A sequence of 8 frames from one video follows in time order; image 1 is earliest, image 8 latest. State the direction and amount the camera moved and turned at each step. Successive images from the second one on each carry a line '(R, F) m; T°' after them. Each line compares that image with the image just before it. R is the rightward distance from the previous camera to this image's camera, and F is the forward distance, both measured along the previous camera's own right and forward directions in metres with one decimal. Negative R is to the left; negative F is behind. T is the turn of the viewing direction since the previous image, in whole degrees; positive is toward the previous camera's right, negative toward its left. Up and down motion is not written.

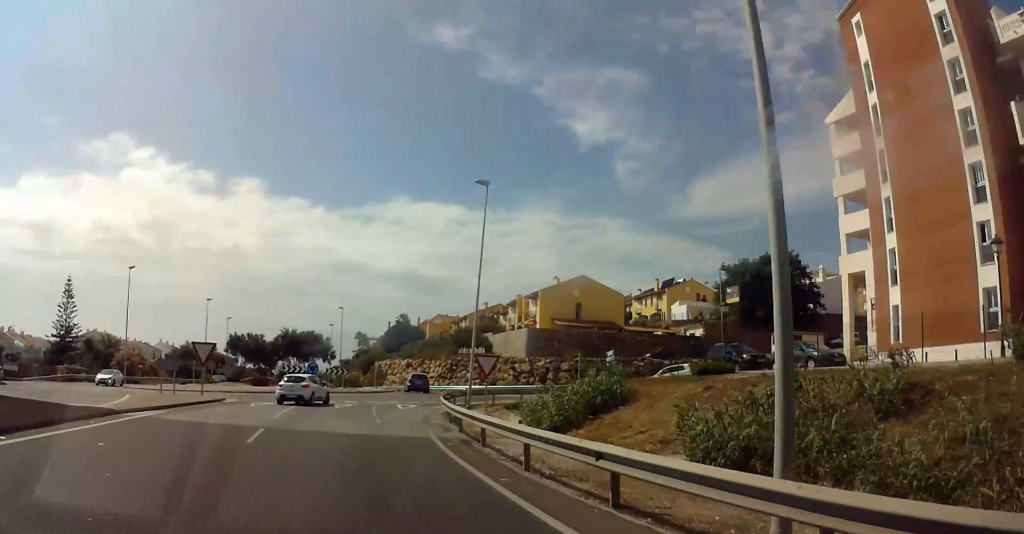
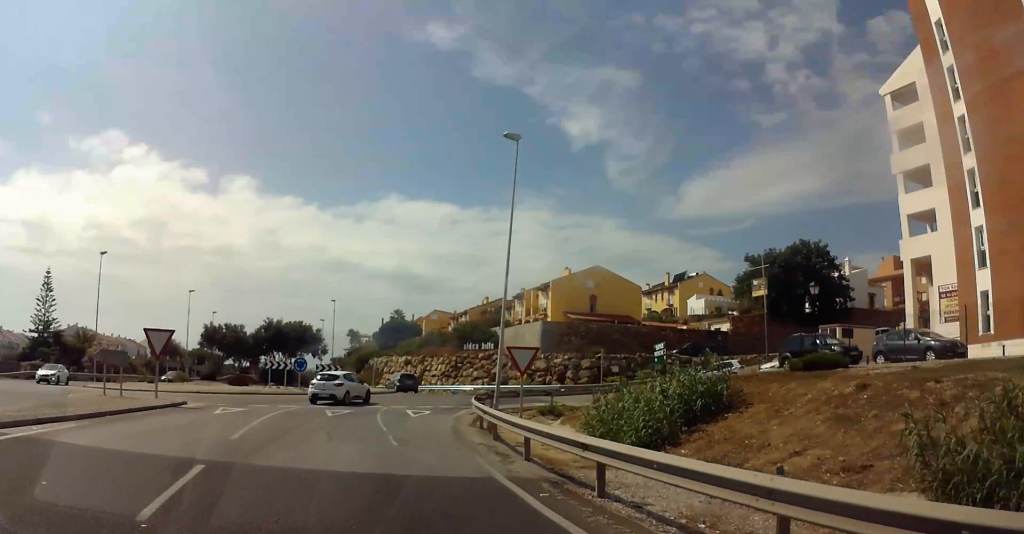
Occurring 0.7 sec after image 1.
(+0.1, +7.4) m; +1°
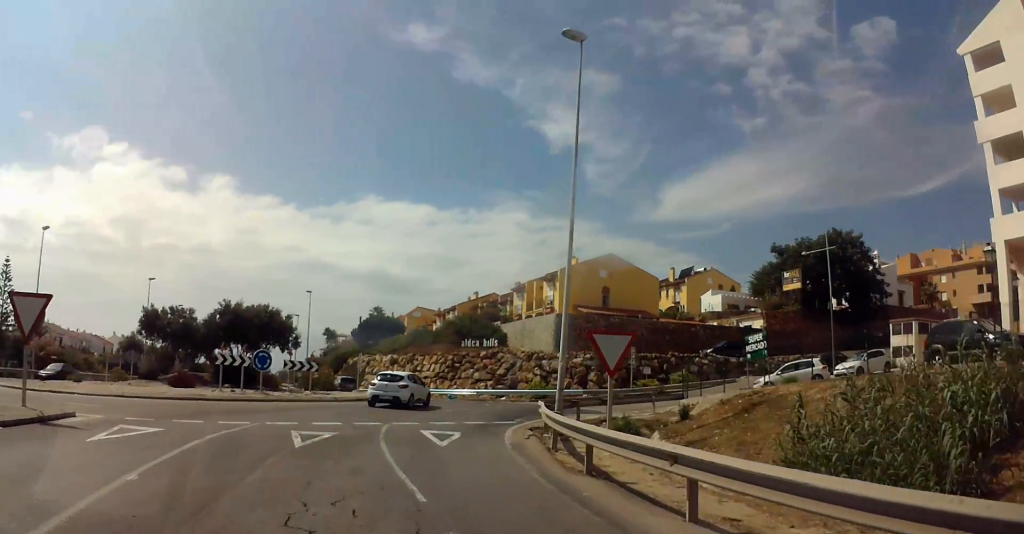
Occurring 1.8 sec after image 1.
(0.0, +10.0) m; 0°
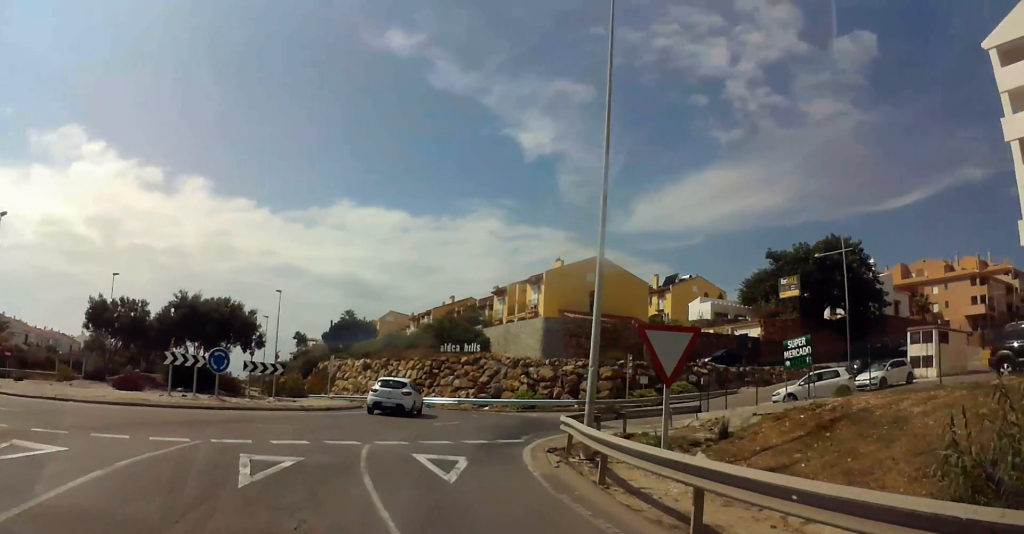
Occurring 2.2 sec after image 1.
(0.0, +4.2) m; +1°
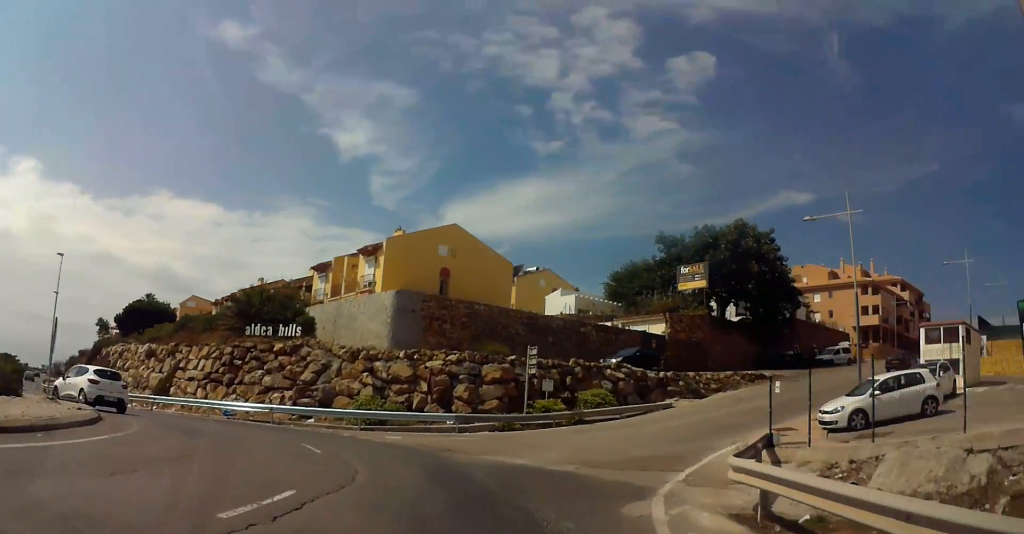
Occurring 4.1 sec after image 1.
(+2.3, +14.7) m; +29°
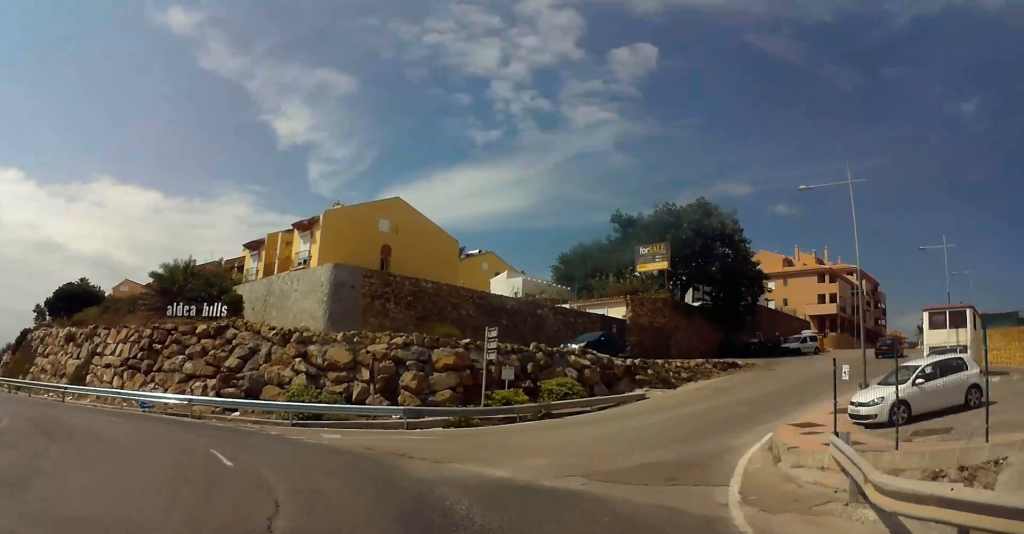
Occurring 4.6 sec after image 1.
(+0.9, +4.1) m; +10°
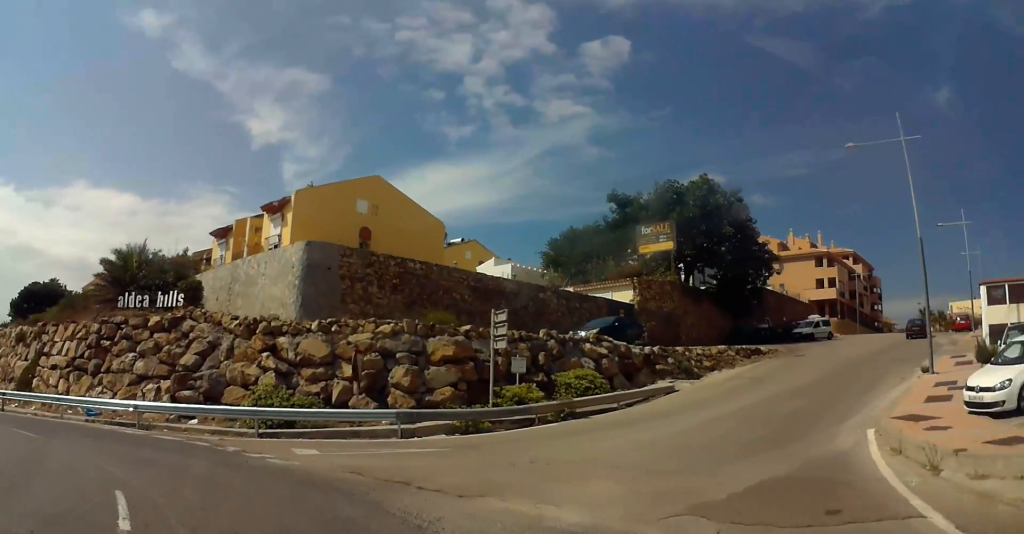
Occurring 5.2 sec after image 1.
(+0.2, +4.7) m; -8°
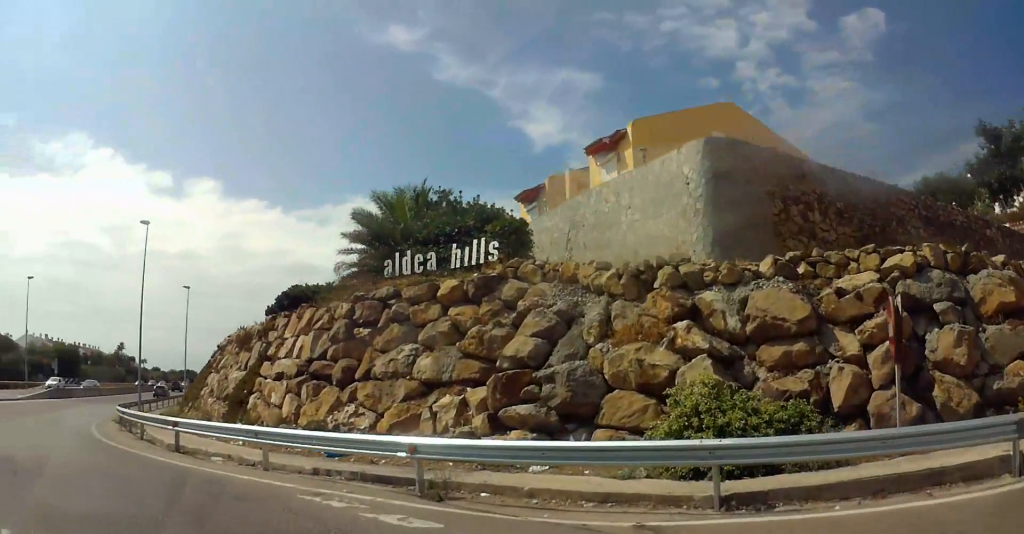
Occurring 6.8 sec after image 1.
(-3.3, +9.5) m; -46°
